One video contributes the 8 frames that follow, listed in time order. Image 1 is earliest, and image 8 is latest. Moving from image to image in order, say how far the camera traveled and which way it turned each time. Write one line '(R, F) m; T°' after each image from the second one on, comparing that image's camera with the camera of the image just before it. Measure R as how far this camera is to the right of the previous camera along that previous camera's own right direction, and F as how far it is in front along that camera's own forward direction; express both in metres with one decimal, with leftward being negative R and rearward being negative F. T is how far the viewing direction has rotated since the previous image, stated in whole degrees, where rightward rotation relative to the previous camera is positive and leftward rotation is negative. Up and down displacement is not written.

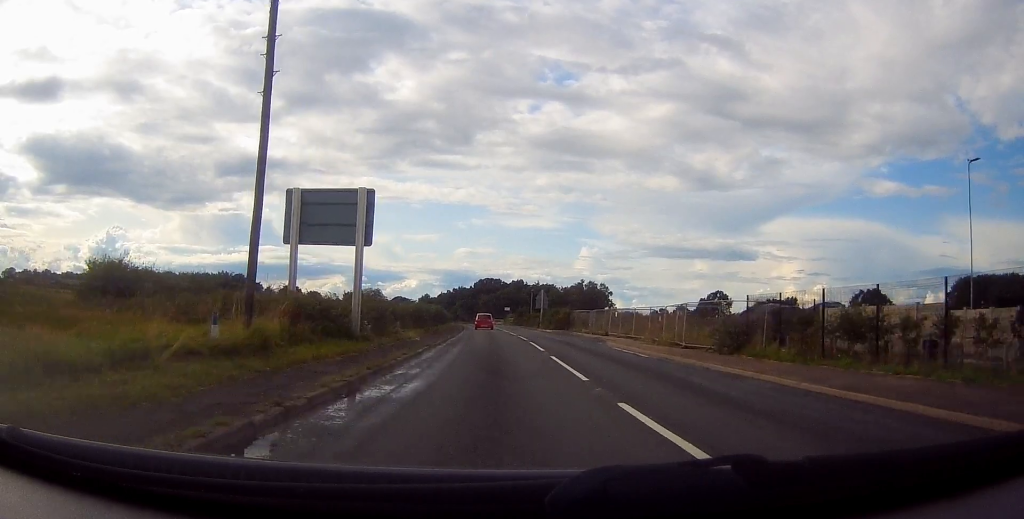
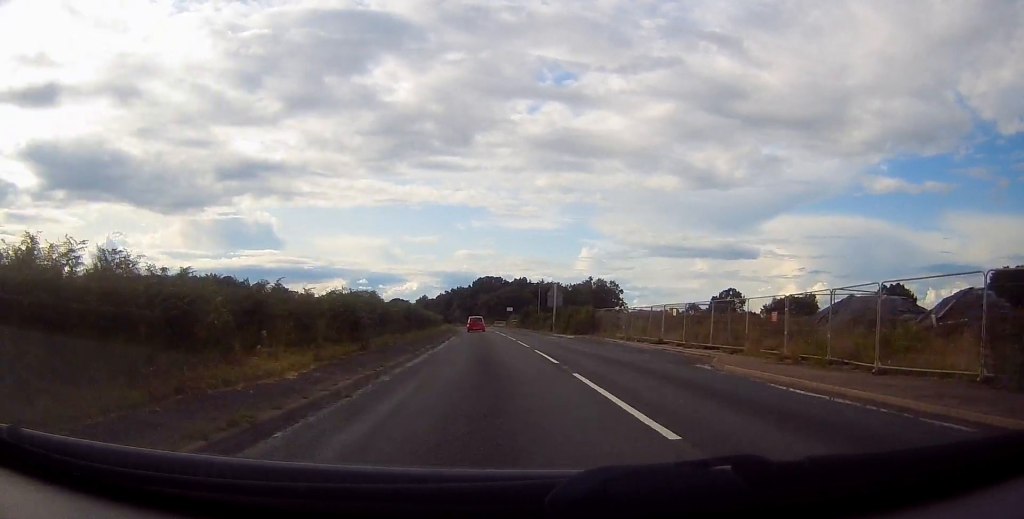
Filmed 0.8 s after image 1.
(+0.2, +15.6) m; -1°
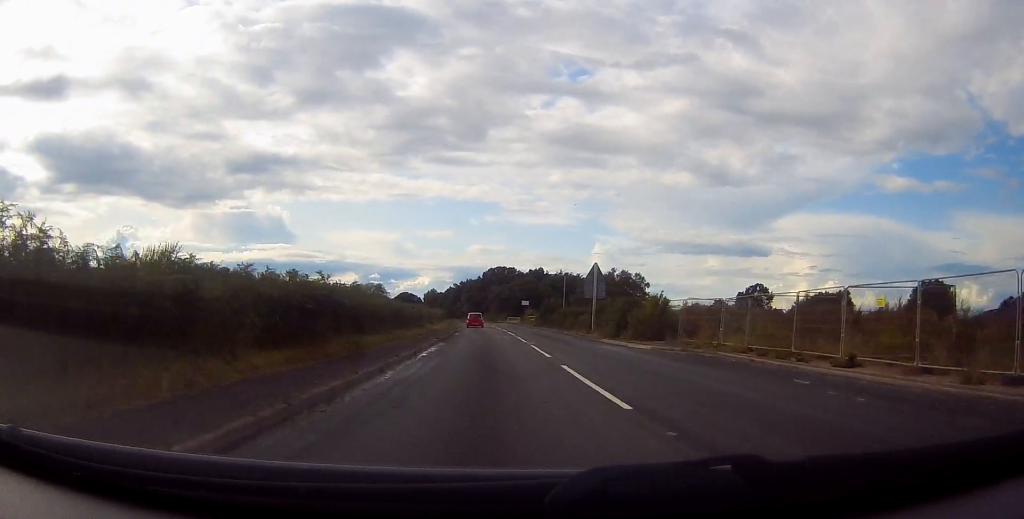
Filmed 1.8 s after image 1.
(-0.3, +18.0) m; -2°
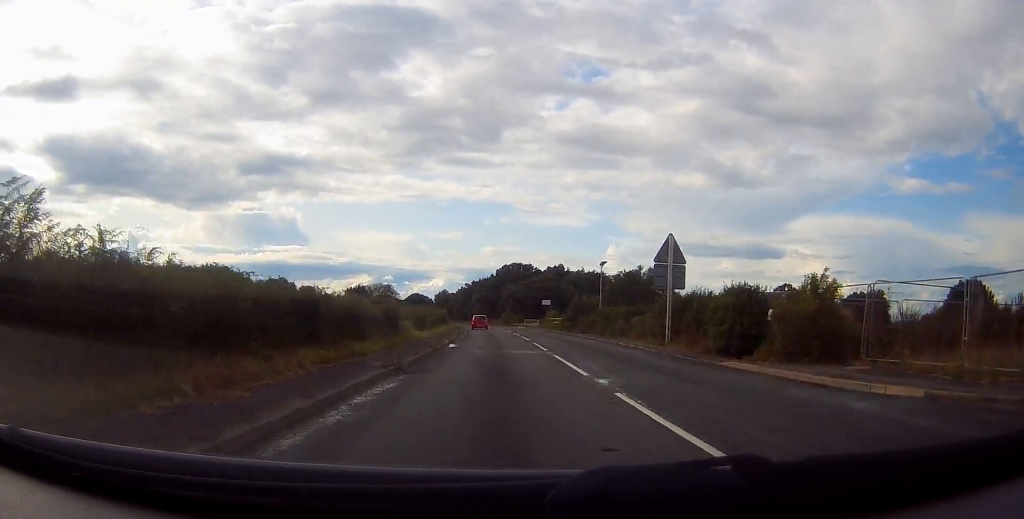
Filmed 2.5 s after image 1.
(-0.2, +15.3) m; 0°
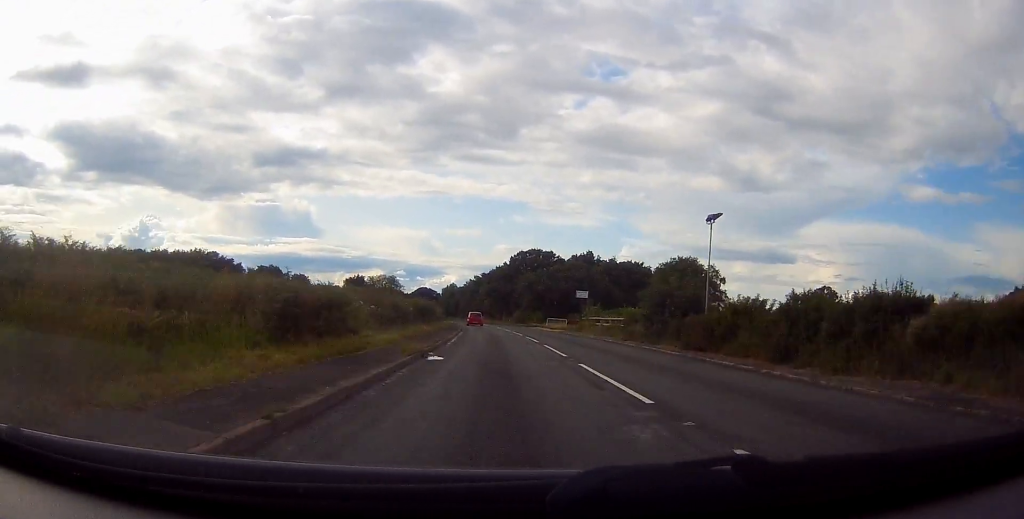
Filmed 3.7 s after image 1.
(+0.2, +24.2) m; -1°
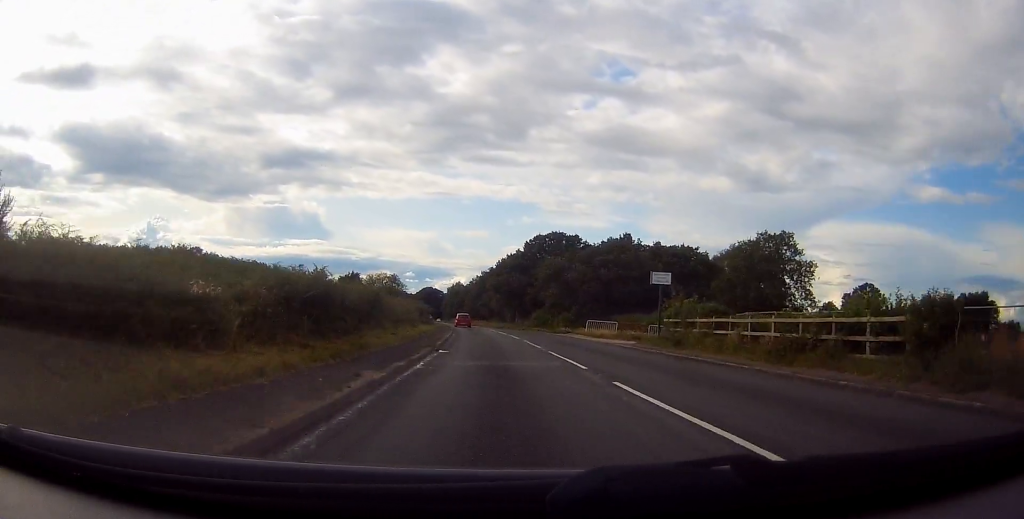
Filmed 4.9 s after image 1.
(-0.7, +24.0) m; -2°
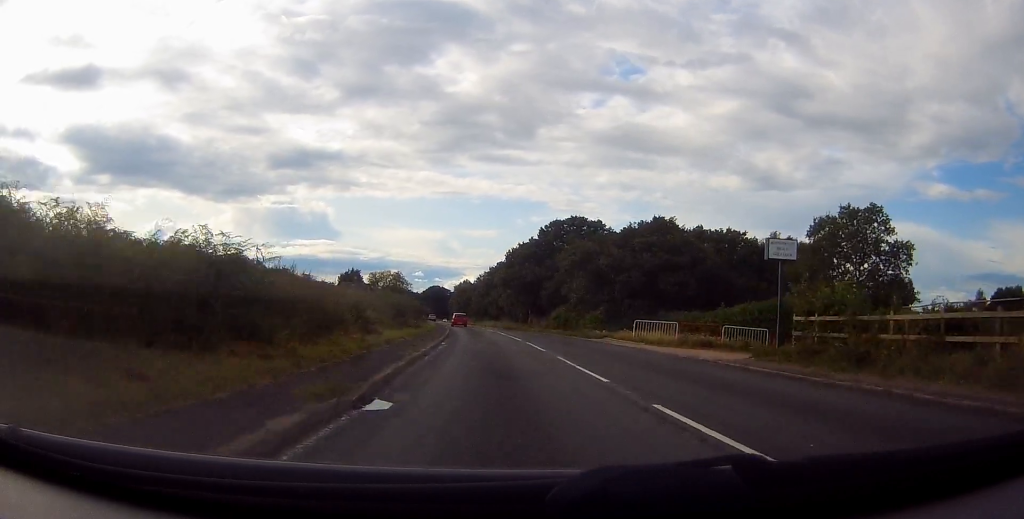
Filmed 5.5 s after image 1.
(0.0, +13.2) m; 0°
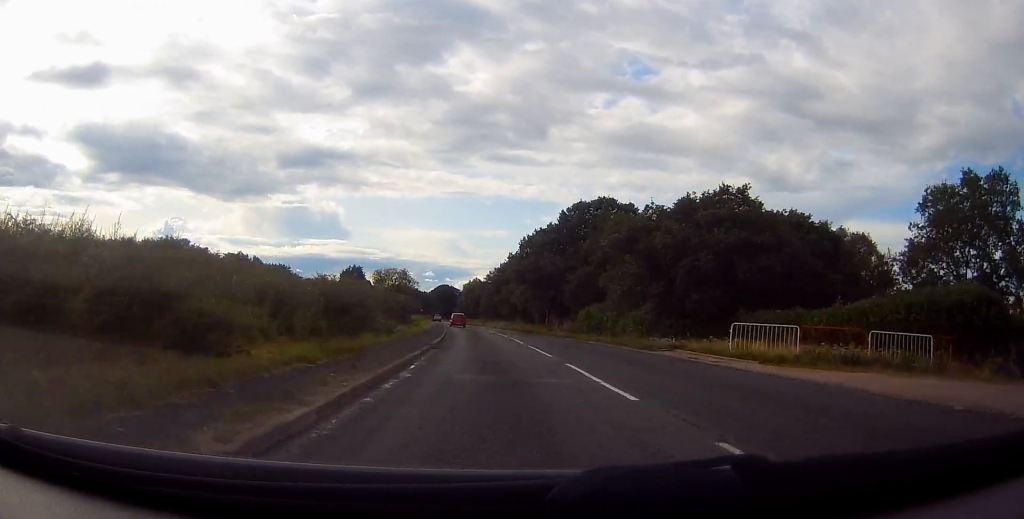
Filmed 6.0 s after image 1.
(+0.1, +12.6) m; 0°
